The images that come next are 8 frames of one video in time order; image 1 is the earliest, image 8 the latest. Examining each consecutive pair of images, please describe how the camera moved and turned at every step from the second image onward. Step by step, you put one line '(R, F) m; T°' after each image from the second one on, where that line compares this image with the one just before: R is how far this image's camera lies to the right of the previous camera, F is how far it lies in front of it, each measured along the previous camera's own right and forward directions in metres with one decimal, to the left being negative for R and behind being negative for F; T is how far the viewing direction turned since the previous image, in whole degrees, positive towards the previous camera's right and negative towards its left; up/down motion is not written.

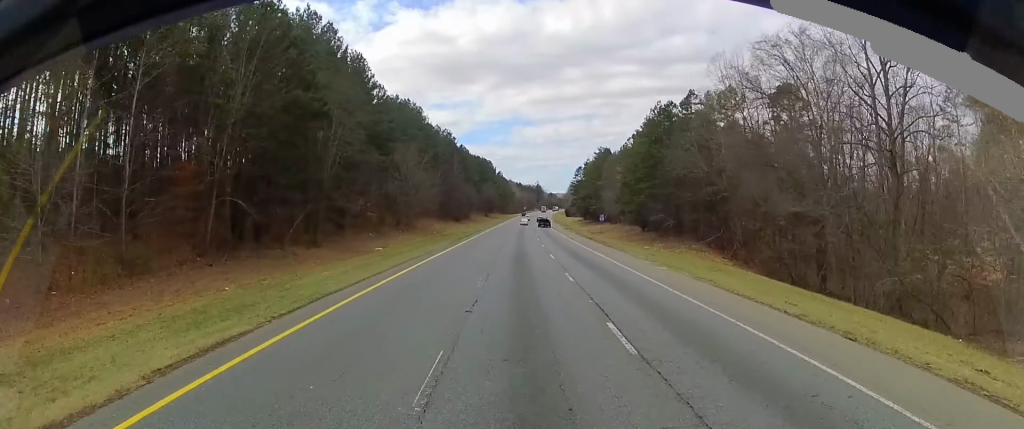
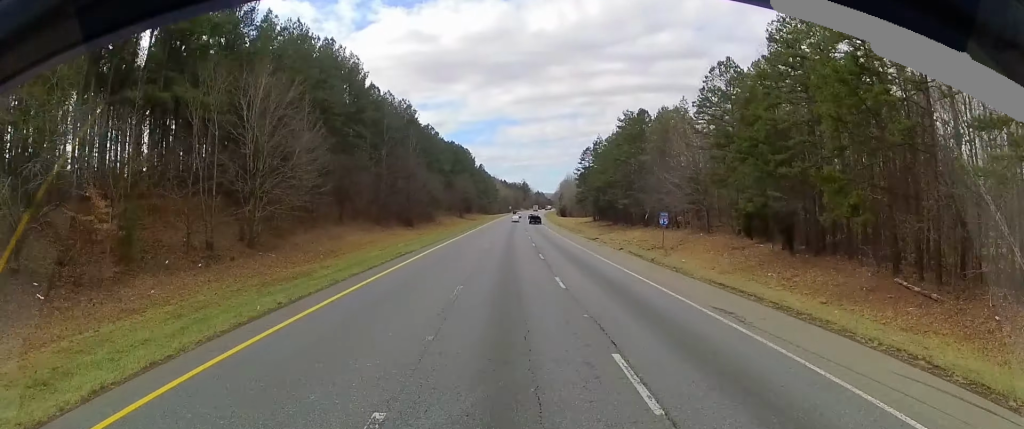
(+1.3, +51.6) m; +3°
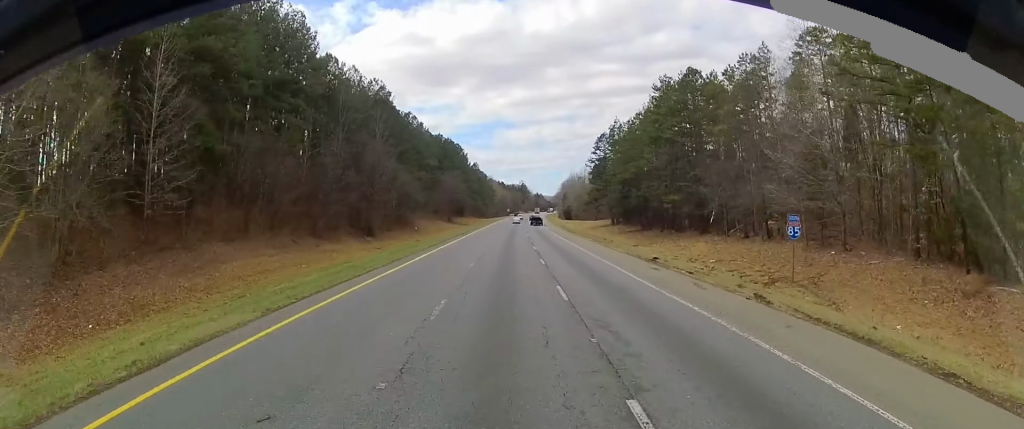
(0.0, +26.8) m; 0°
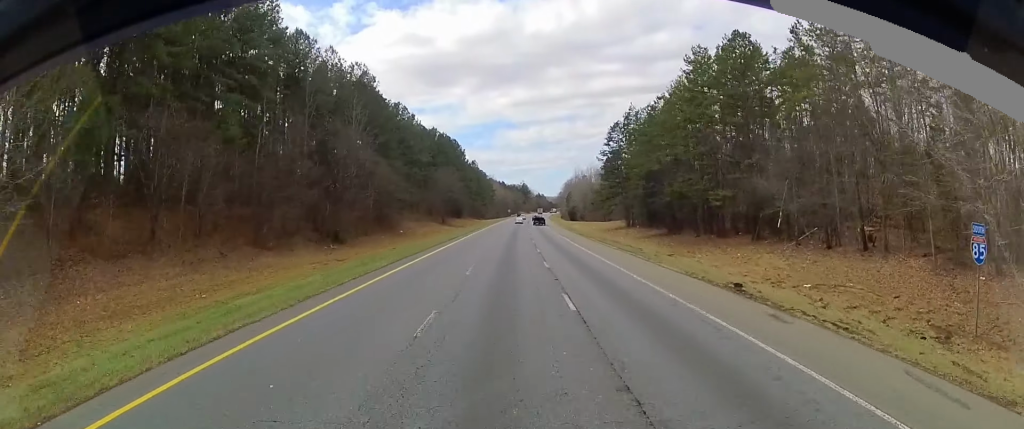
(0.0, +13.9) m; 0°
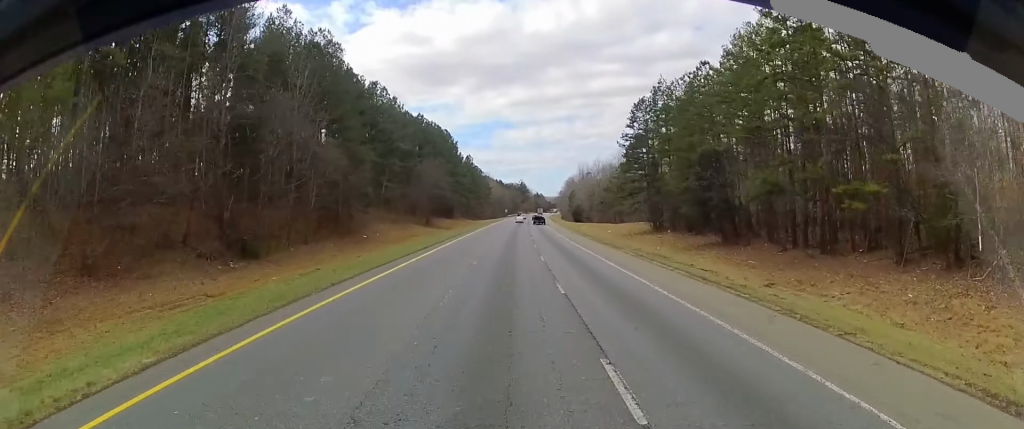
(0.0, +20.2) m; 0°
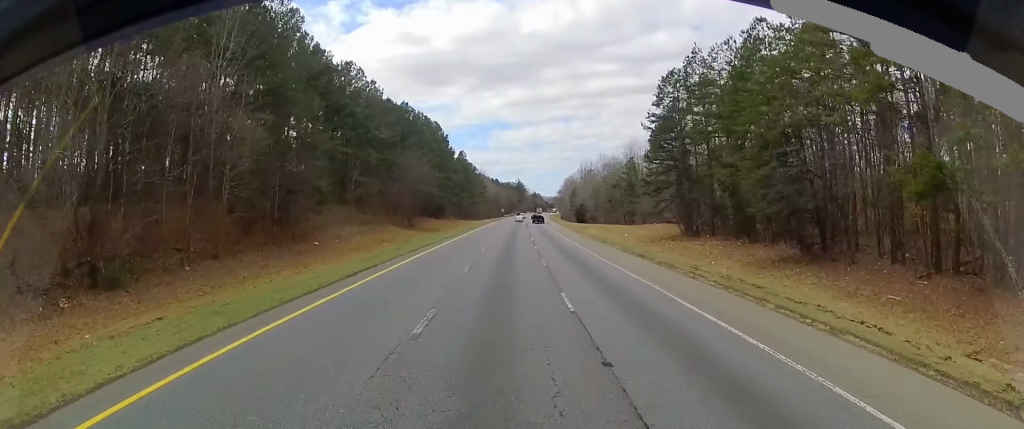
(0.0, +16.0) m; 0°
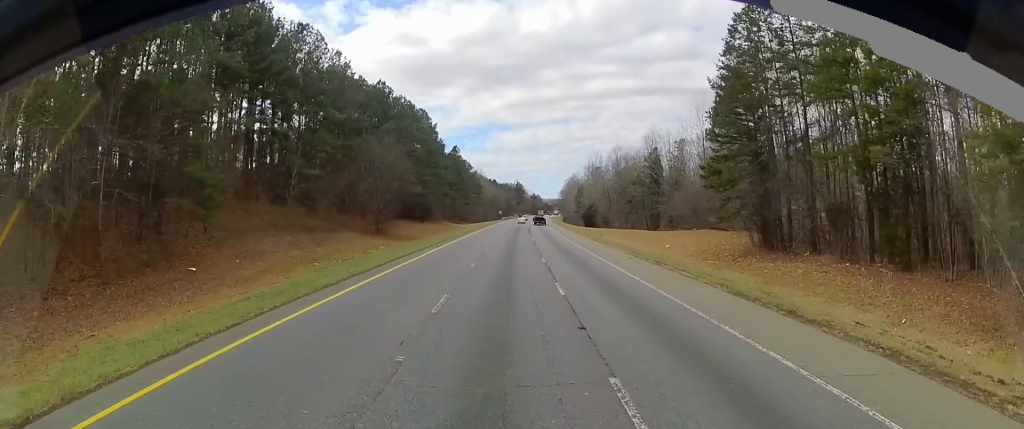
(0.0, +21.3) m; 0°
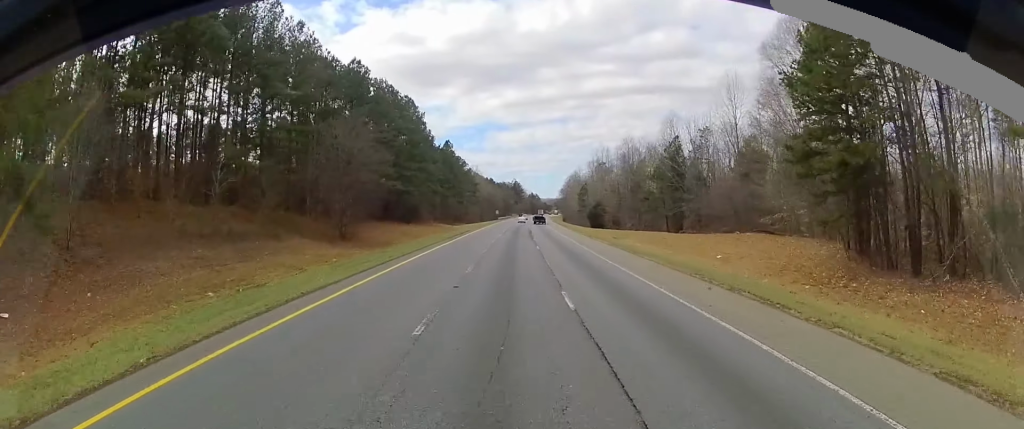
(0.0, +14.9) m; 0°
